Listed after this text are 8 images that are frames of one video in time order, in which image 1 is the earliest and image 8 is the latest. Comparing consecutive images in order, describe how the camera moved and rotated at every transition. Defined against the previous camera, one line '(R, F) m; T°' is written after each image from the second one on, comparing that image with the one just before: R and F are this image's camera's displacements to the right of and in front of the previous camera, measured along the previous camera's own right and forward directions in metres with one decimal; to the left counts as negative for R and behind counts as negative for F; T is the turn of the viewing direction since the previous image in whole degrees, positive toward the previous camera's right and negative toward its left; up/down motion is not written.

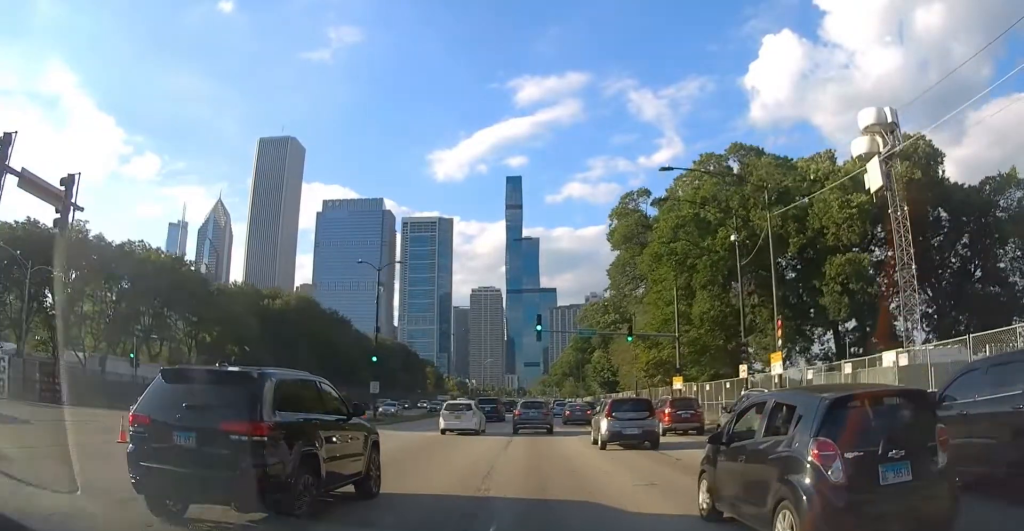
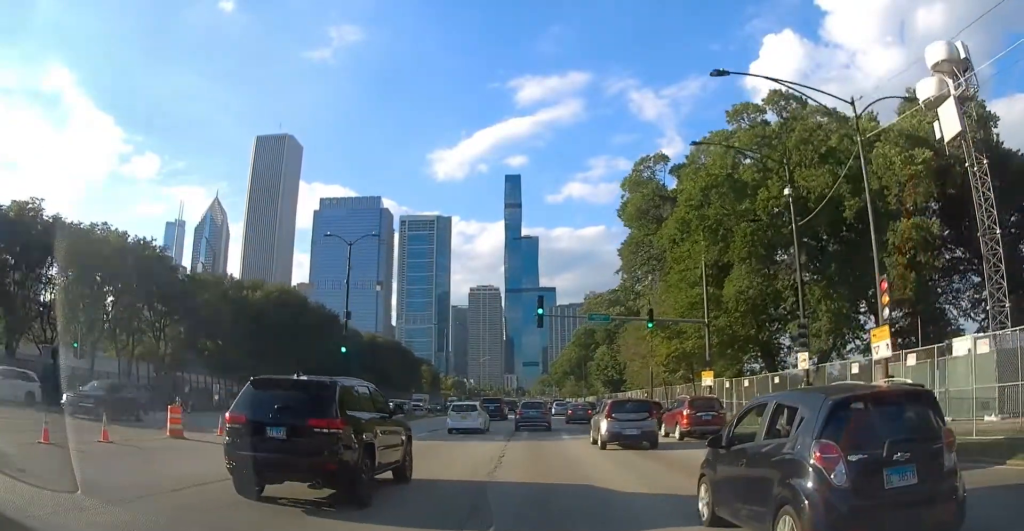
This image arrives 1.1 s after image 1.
(-0.4, +7.9) m; -2°
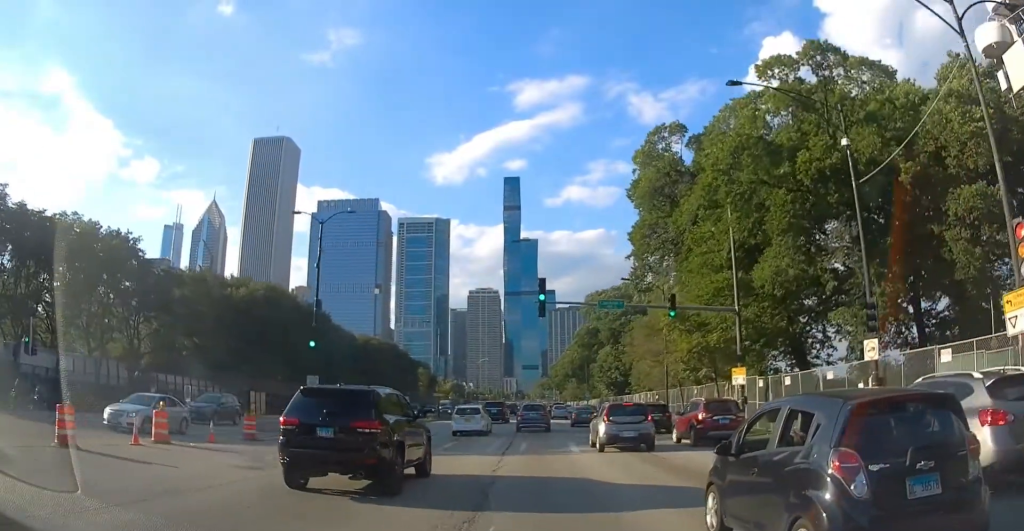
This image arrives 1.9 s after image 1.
(+0.1, +5.5) m; +2°
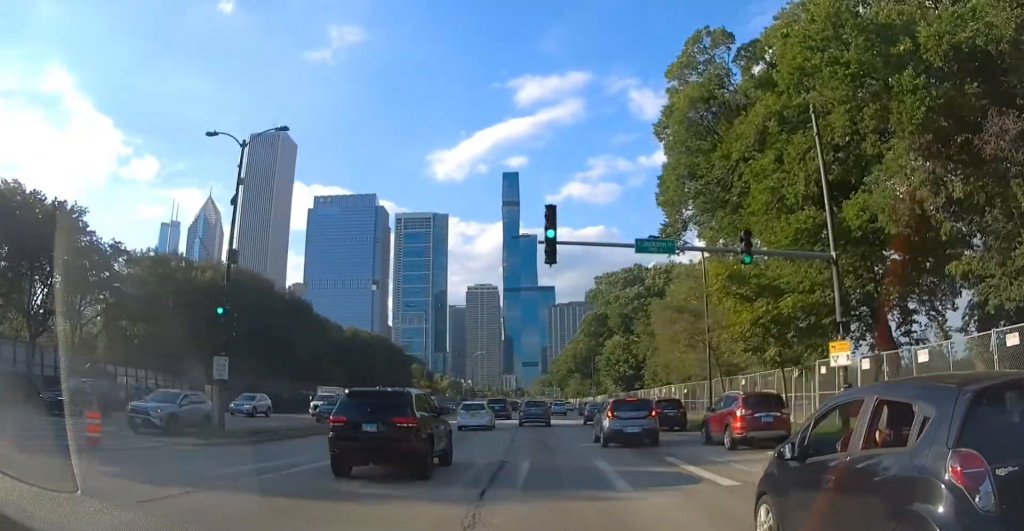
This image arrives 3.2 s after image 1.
(+0.5, +10.1) m; 0°
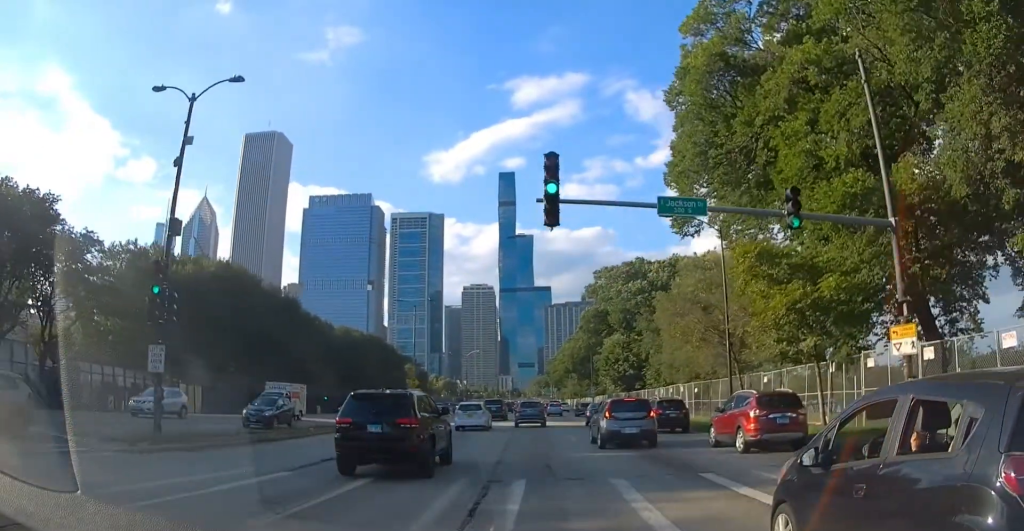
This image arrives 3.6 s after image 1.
(0.0, +4.2) m; -1°
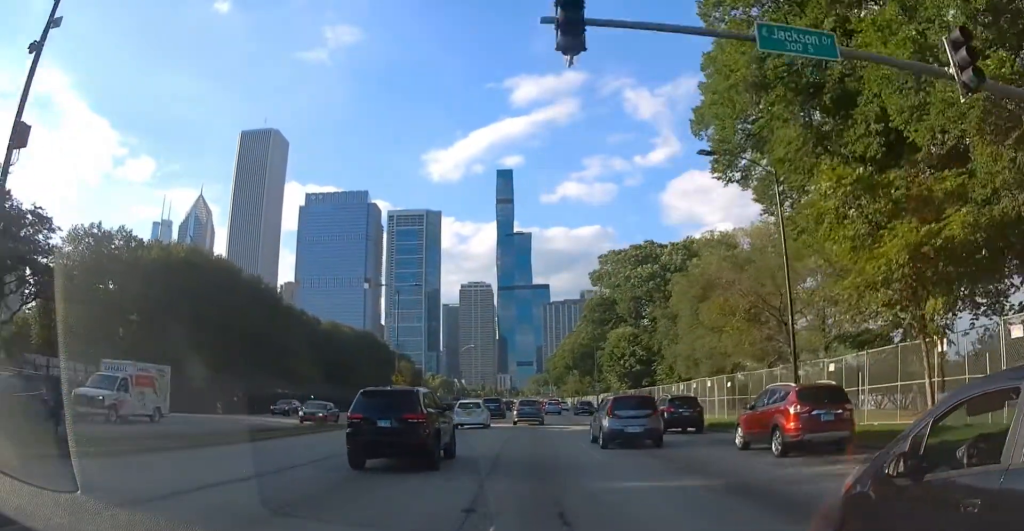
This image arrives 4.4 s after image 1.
(-0.4, +8.0) m; +1°
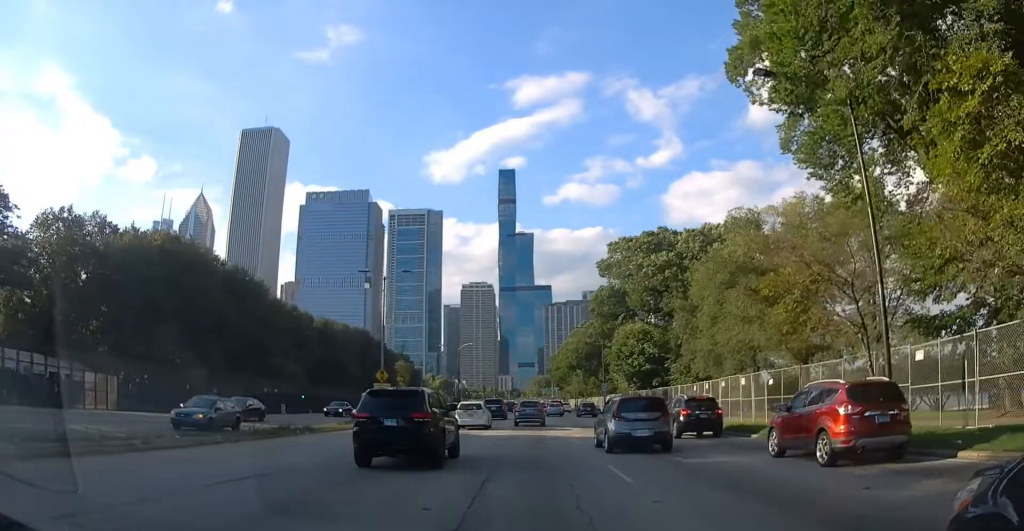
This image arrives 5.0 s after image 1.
(+0.3, +6.6) m; +2°
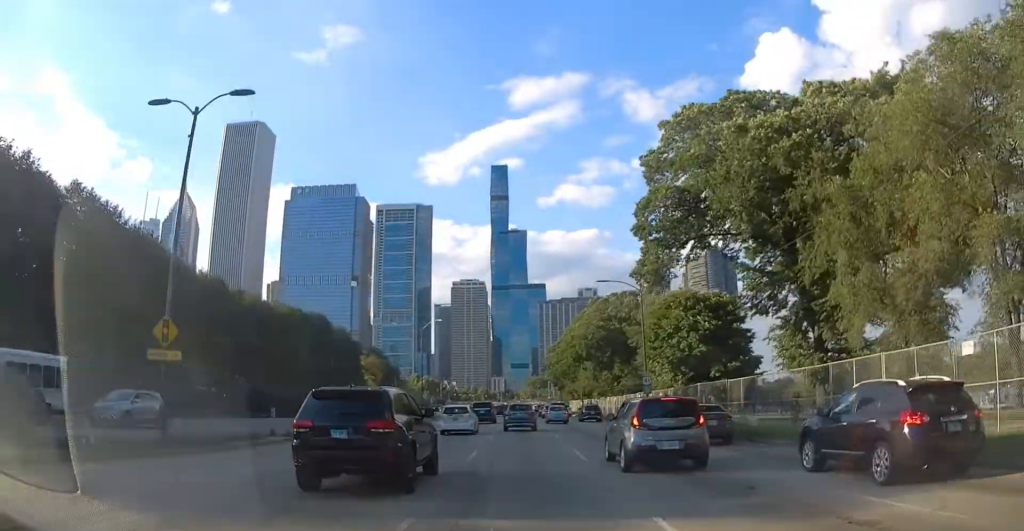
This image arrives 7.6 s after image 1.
(-0.5, +30.6) m; -1°
